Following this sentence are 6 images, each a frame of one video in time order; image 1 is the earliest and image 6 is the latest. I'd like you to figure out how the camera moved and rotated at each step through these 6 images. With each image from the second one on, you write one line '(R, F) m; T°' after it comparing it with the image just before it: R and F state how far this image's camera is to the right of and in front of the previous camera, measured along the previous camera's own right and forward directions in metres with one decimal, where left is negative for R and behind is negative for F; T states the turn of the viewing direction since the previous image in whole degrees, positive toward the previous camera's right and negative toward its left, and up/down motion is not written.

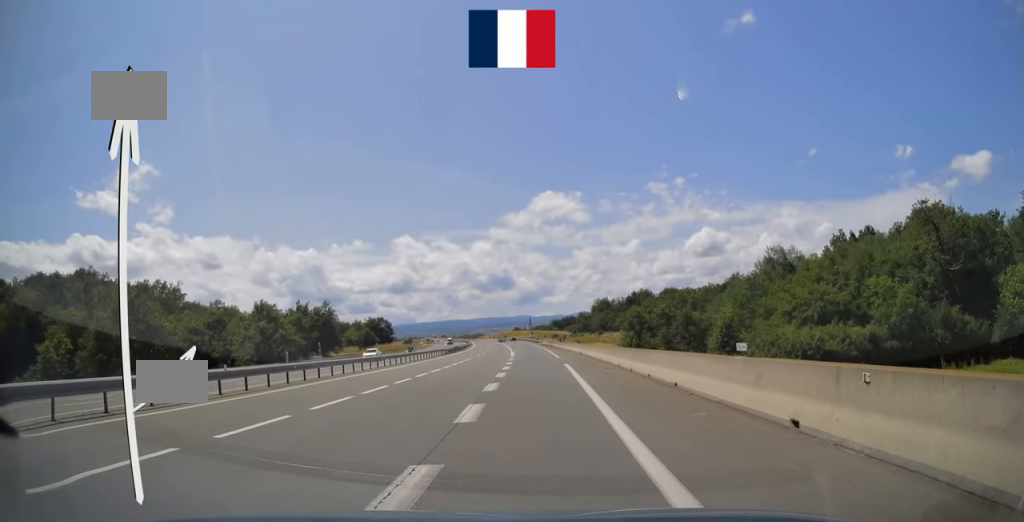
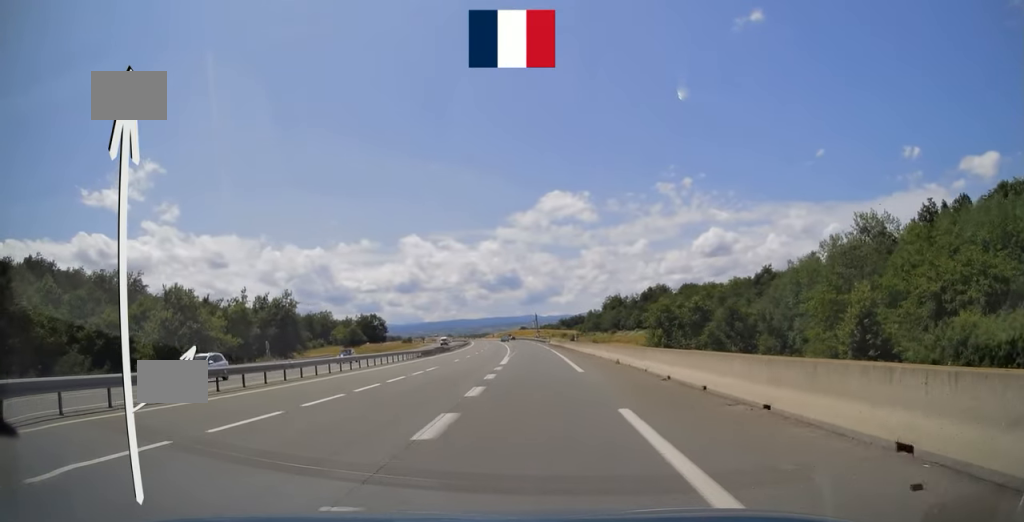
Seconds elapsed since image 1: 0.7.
(+0.1, +21.4) m; -1°
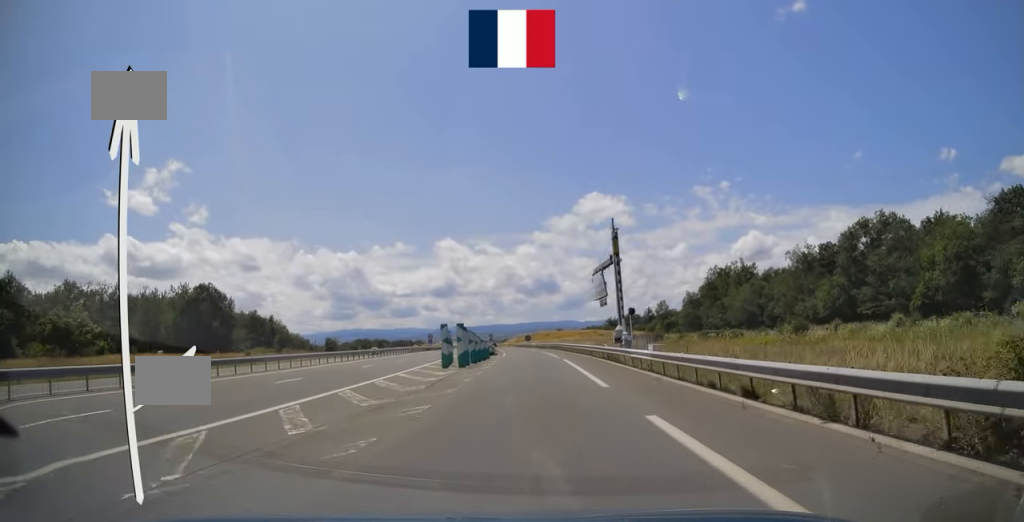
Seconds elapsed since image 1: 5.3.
(-5.9, +141.2) m; -4°
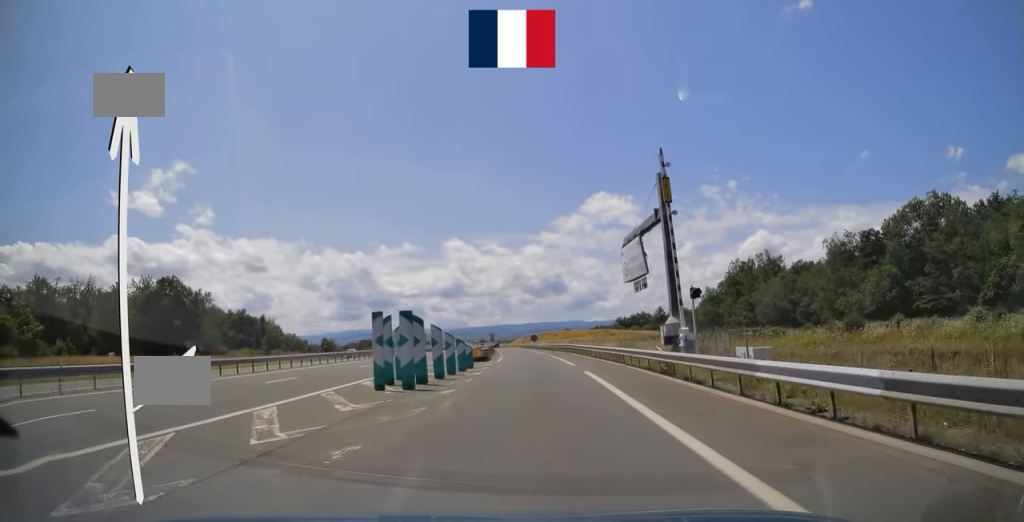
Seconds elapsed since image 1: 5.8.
(0.0, +13.6) m; 0°
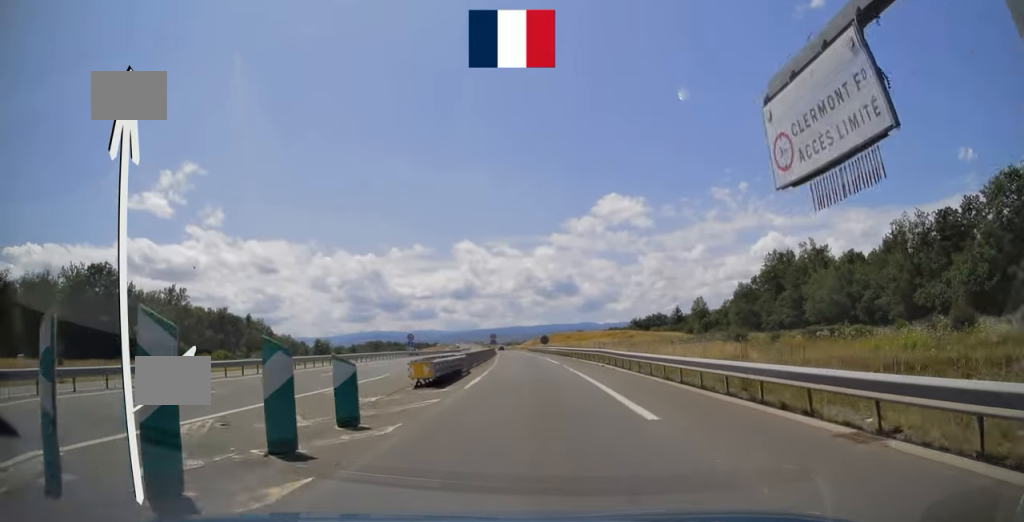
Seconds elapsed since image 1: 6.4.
(0.0, +19.4) m; -1°
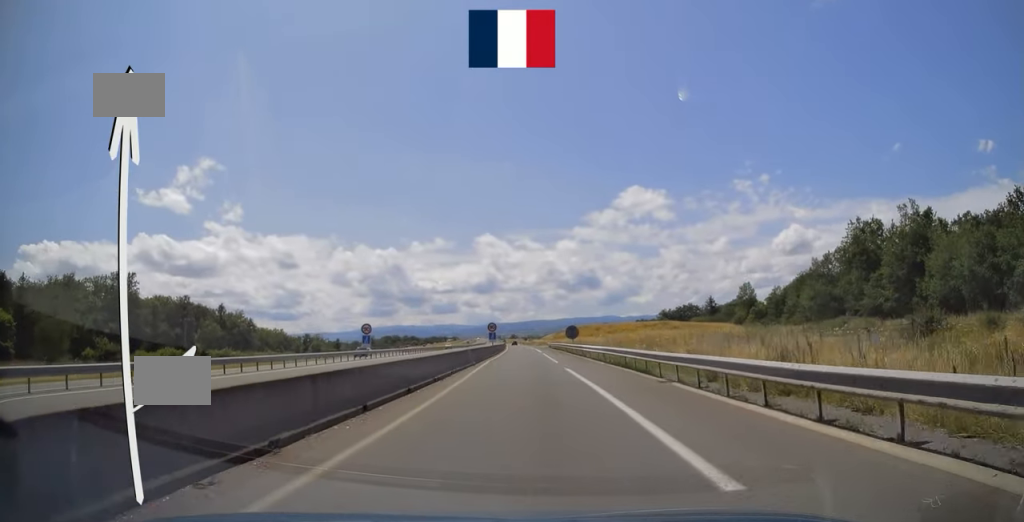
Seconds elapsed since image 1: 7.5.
(-0.5, +31.2) m; -2°
